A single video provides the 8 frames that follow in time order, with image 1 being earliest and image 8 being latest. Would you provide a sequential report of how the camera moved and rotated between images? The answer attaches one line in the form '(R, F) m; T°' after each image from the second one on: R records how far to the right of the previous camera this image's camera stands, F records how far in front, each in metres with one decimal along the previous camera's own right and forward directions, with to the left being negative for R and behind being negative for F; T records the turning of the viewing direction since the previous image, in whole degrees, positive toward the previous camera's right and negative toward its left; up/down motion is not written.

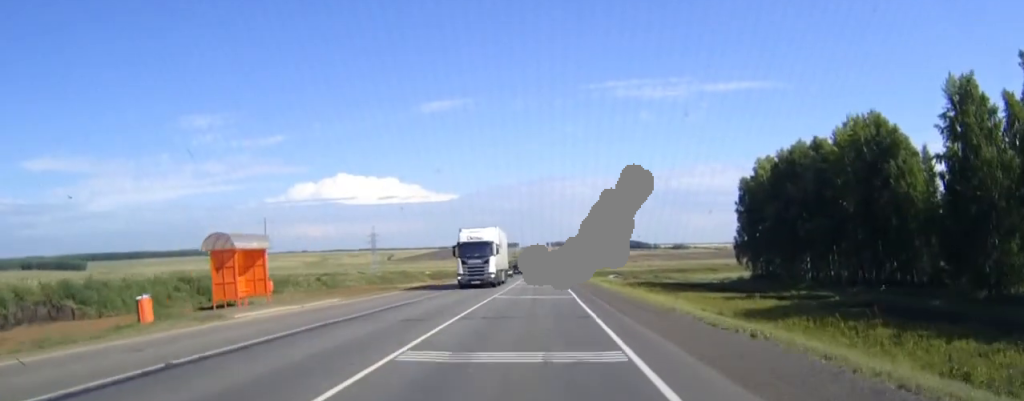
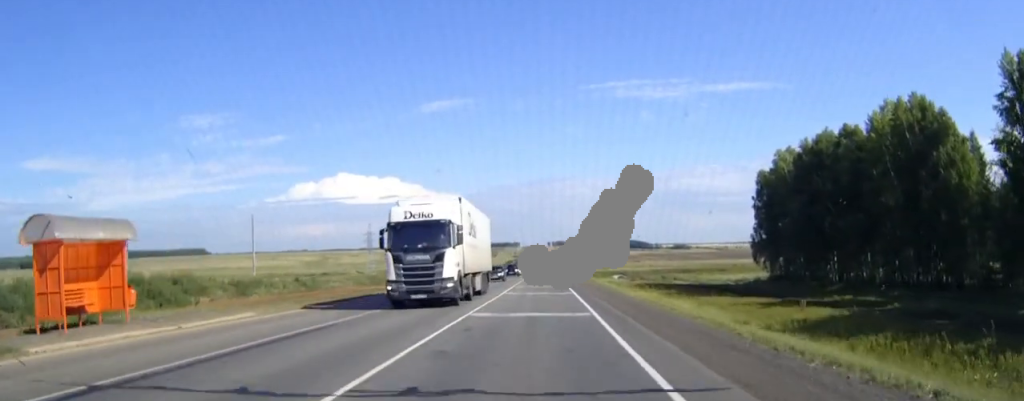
(0.0, +11.1) m; 0°
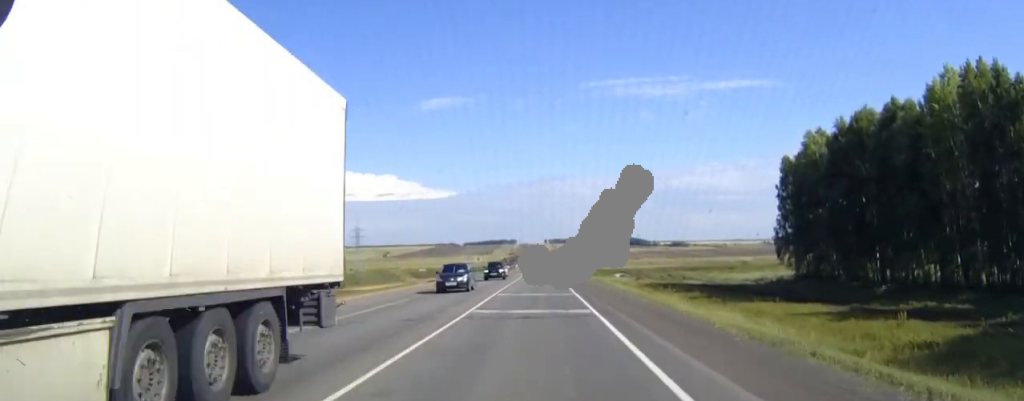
(0.0, +15.6) m; 0°
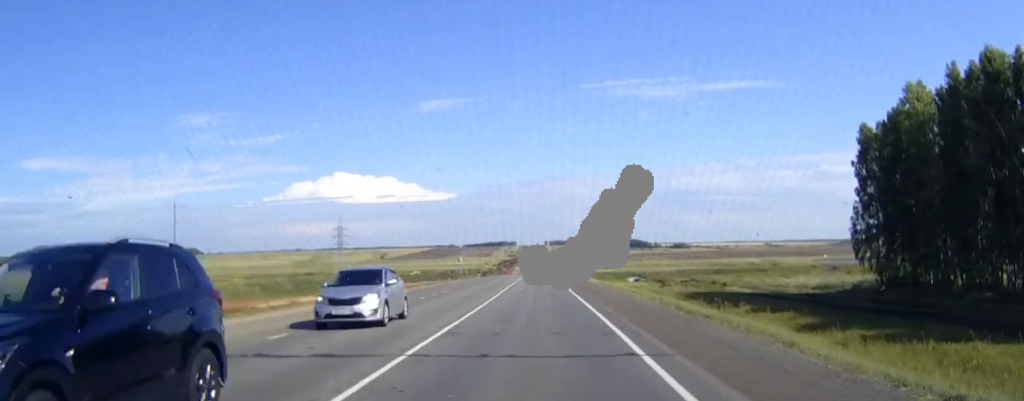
(0.0, +31.2) m; 0°
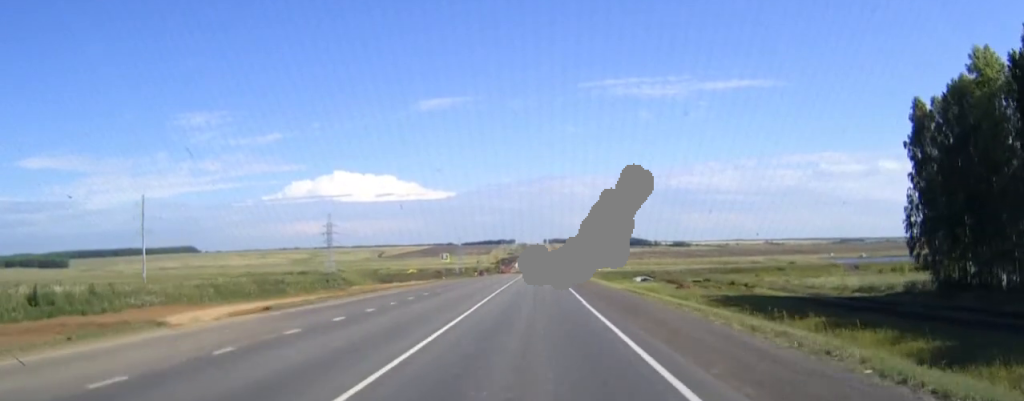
(0.0, +14.9) m; 0°
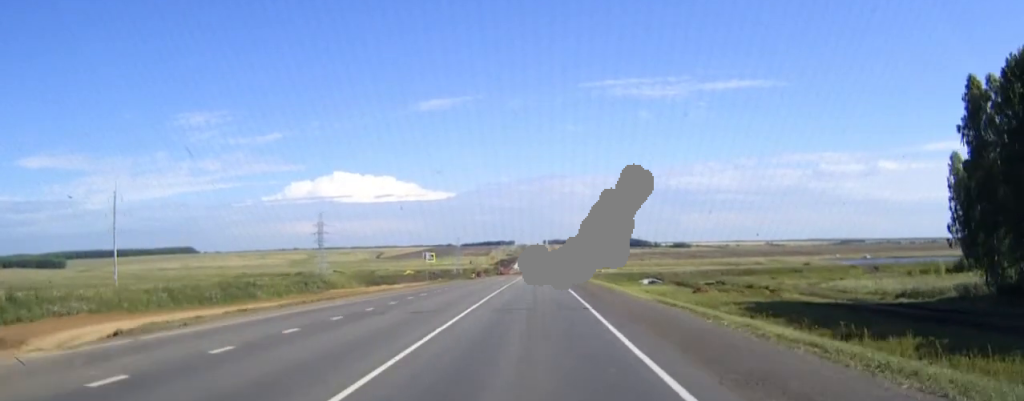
(0.0, +11.9) m; 0°
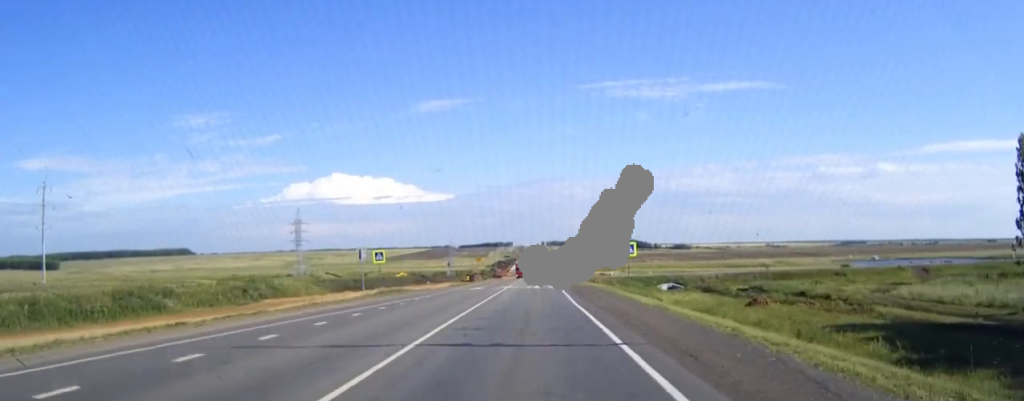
(0.0, +25.1) m; 0°
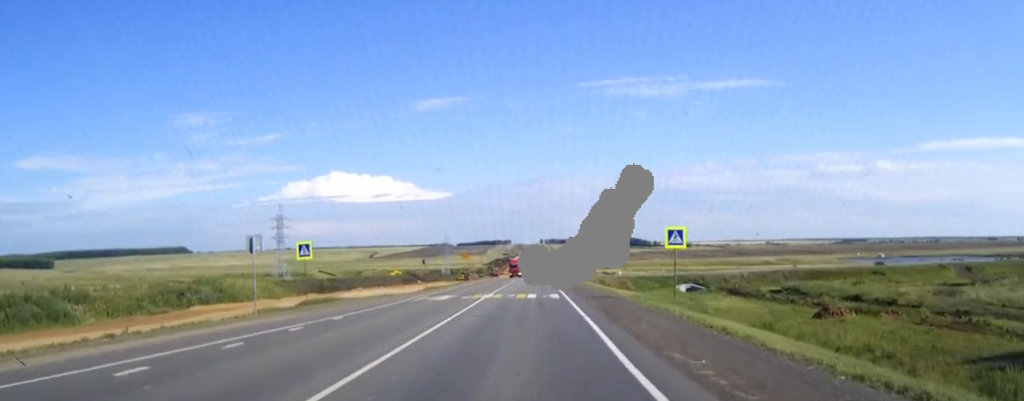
(0.0, +17.6) m; 0°
